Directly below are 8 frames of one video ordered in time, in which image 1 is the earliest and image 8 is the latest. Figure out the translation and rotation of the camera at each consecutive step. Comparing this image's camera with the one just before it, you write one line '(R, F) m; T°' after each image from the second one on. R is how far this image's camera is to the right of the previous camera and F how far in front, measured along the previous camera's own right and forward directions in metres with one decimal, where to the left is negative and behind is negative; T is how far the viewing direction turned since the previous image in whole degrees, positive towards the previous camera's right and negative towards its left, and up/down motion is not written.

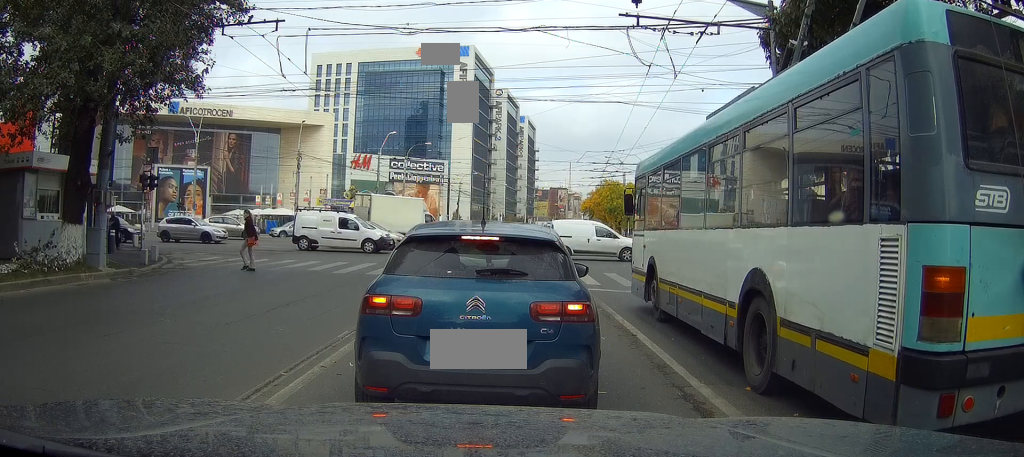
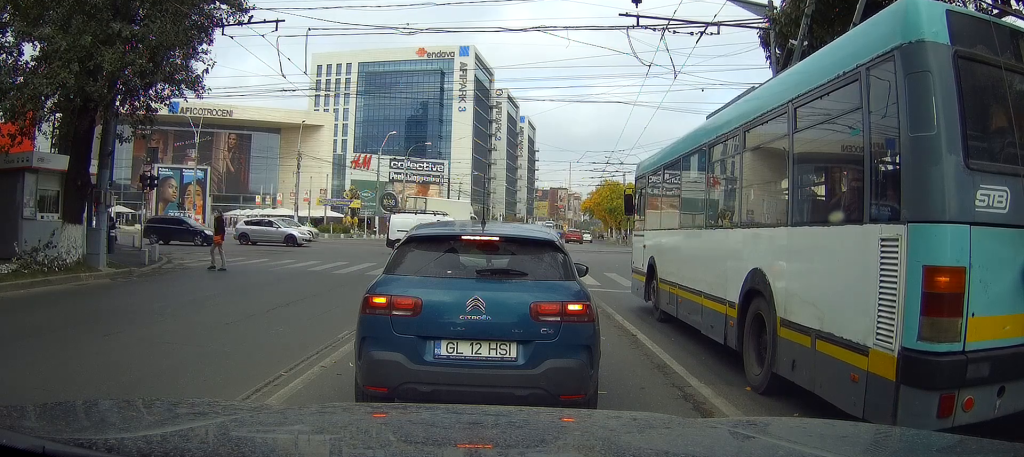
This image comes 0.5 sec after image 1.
(0.0, 0.0) m; 0°
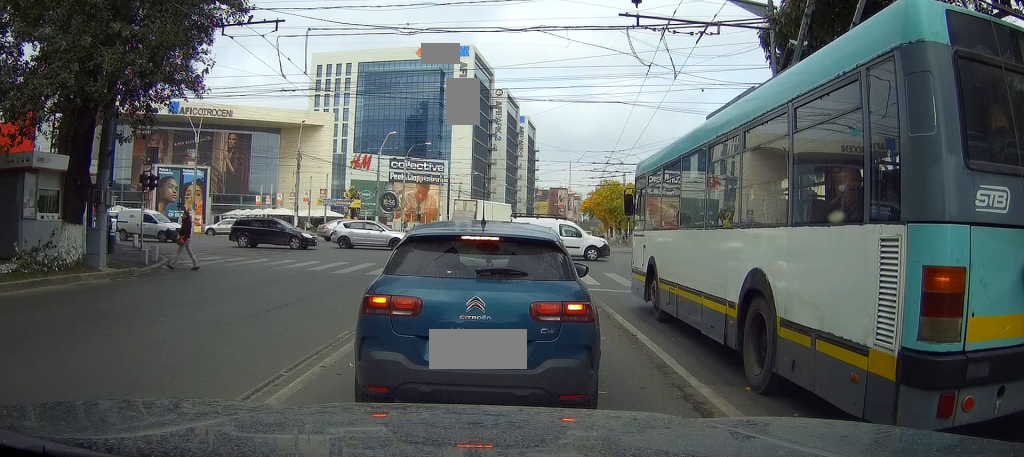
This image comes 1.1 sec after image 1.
(0.0, 0.0) m; 0°
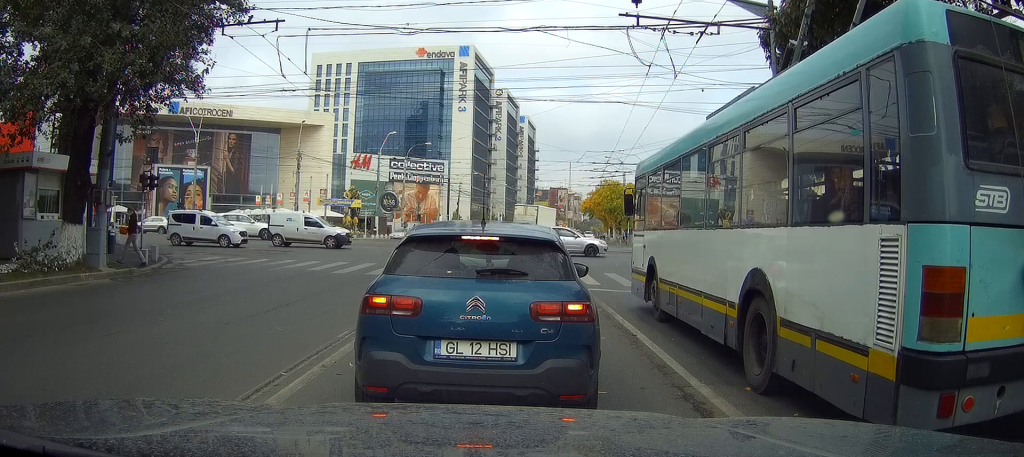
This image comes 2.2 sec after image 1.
(0.0, 0.0) m; 0°
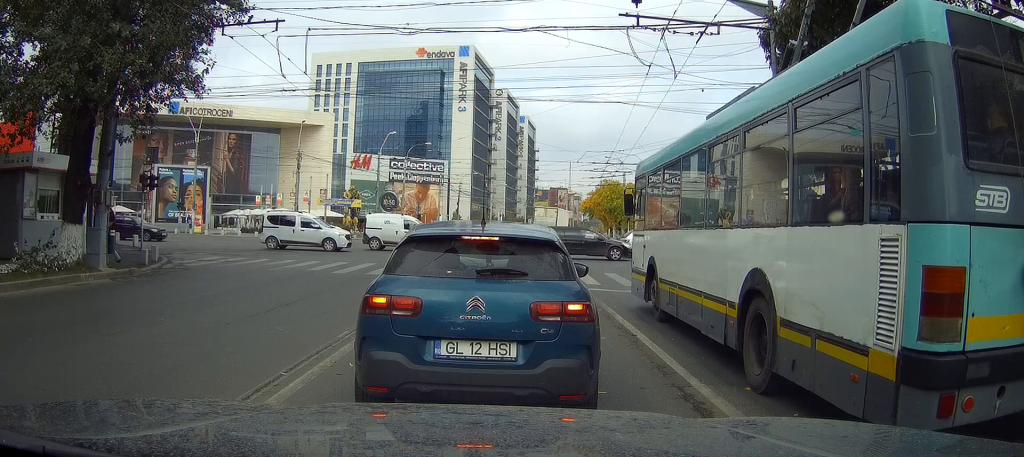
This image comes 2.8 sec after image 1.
(0.0, 0.0) m; 0°
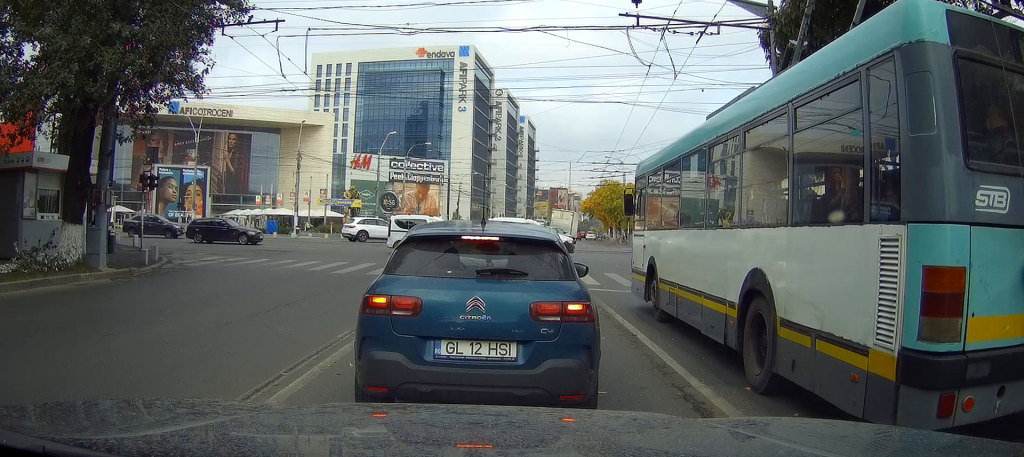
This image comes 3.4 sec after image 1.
(0.0, 0.0) m; 0°
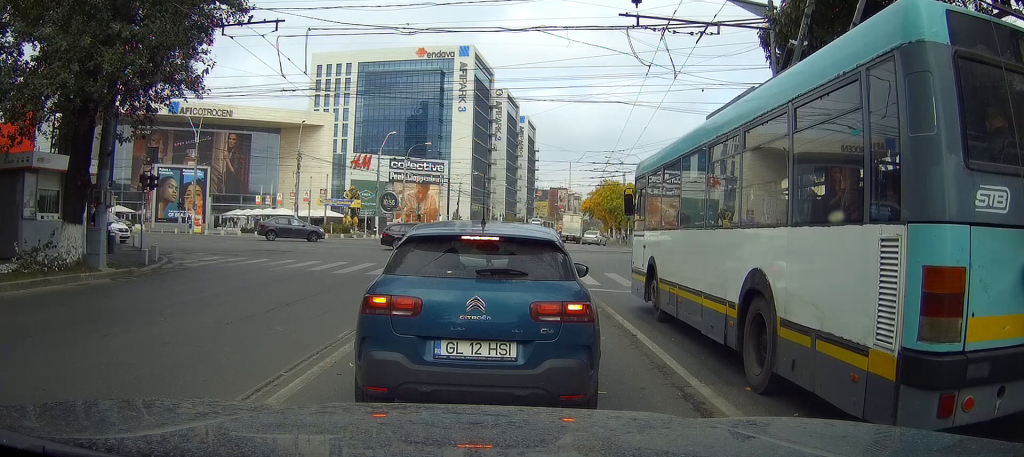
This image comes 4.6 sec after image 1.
(0.0, 0.0) m; 0°
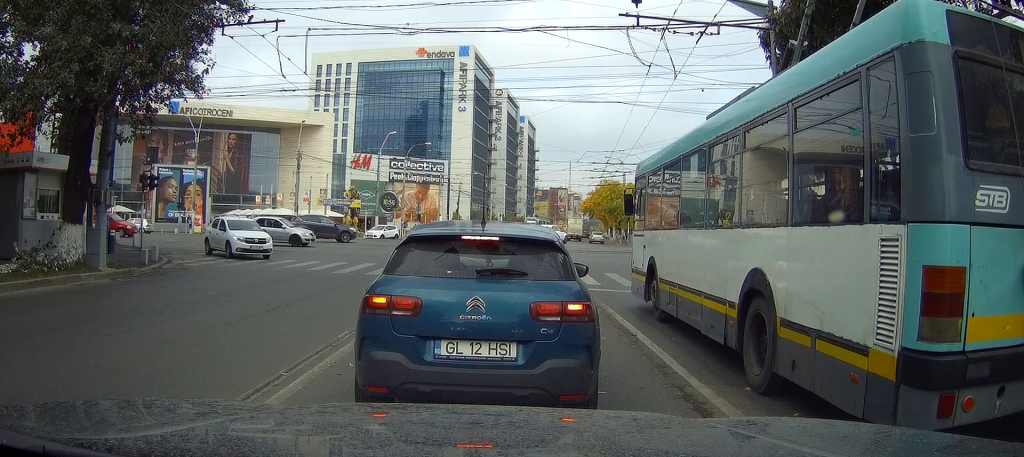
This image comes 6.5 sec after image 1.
(0.0, 0.0) m; 0°
